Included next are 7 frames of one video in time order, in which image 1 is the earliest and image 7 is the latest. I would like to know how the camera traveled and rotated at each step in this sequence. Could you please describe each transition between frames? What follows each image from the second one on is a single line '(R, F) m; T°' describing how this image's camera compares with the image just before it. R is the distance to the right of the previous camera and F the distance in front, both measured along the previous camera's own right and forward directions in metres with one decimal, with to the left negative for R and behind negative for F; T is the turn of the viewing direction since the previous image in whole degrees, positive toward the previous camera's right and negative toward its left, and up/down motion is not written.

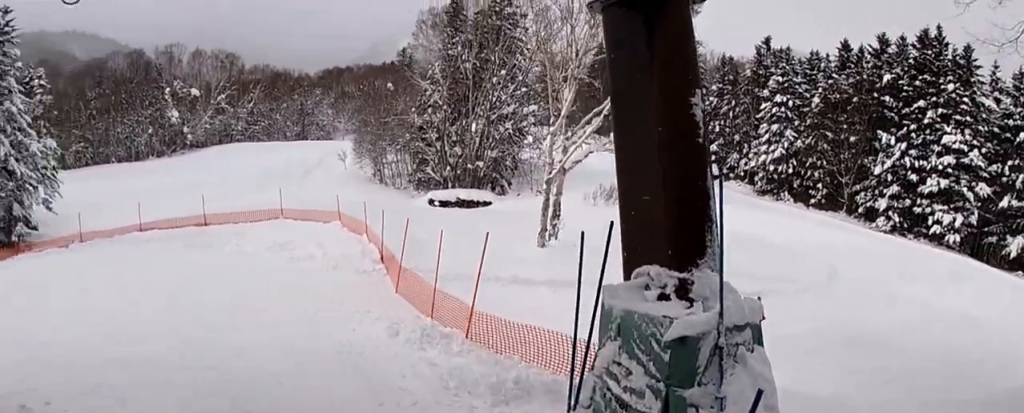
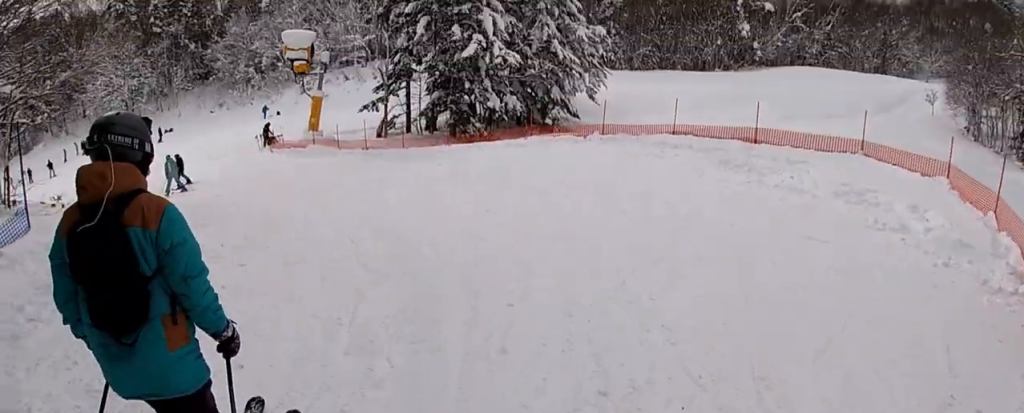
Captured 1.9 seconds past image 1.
(-0.1, +6.1) m; -13°
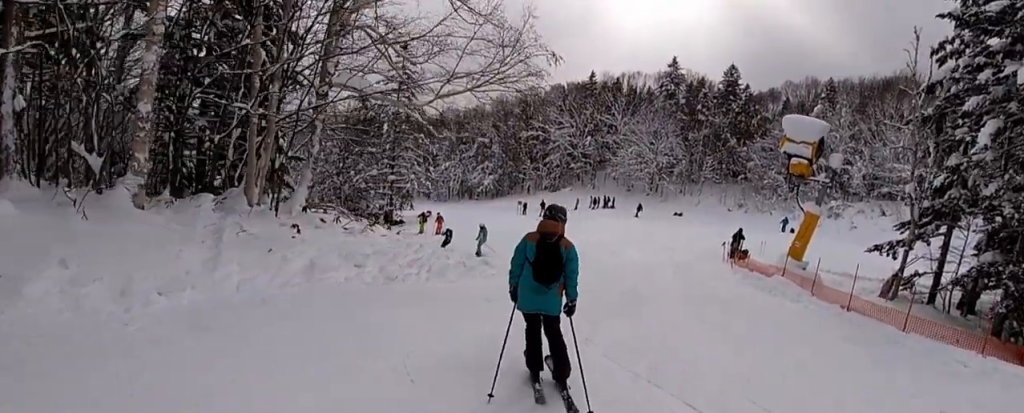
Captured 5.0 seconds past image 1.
(-5.1, +9.1) m; -51°
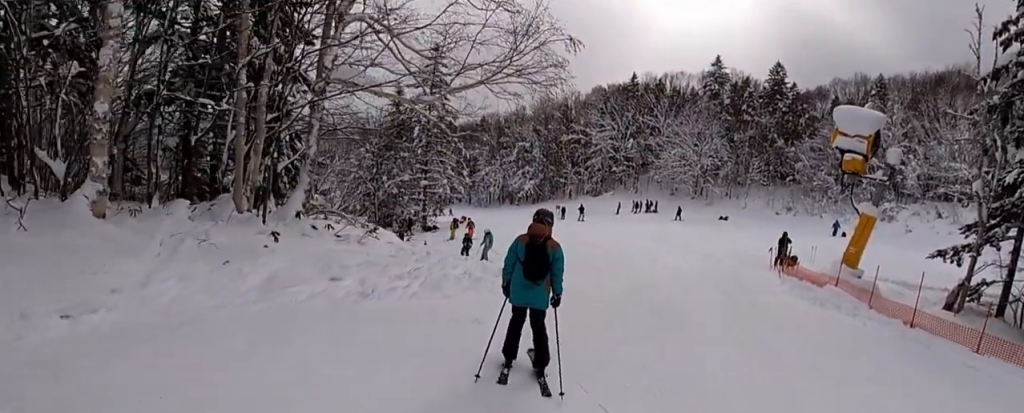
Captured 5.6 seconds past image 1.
(-0.1, +2.0) m; -2°
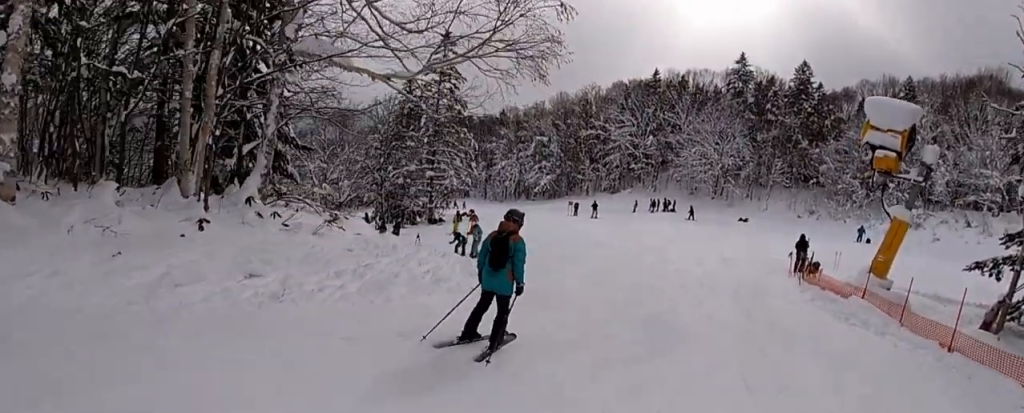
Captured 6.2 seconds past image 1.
(0.0, +2.3) m; -1°
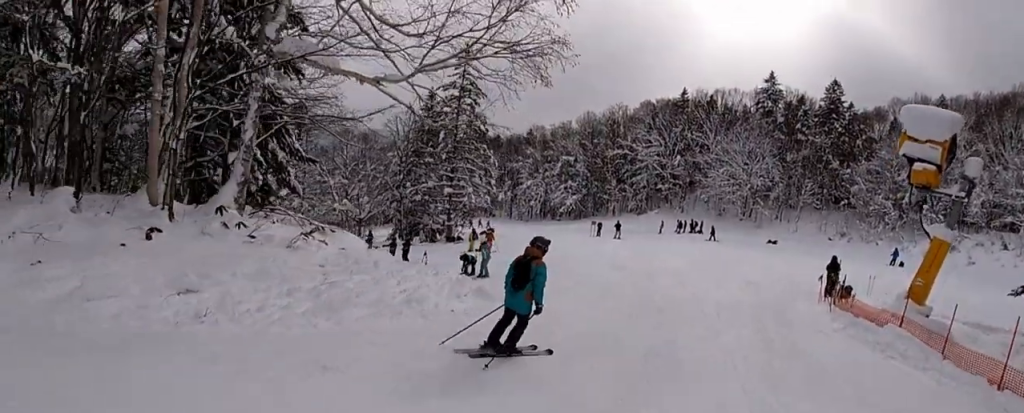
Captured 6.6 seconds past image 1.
(0.0, +1.6) m; 0°
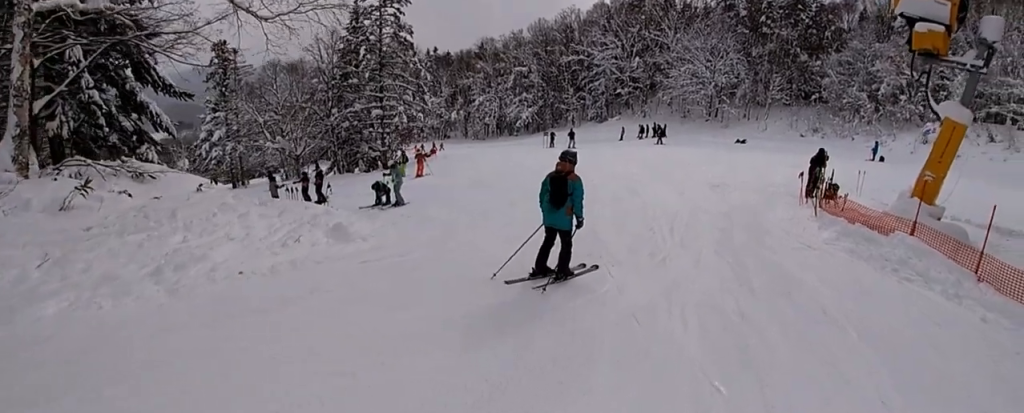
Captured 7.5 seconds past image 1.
(0.0, +4.0) m; 0°
